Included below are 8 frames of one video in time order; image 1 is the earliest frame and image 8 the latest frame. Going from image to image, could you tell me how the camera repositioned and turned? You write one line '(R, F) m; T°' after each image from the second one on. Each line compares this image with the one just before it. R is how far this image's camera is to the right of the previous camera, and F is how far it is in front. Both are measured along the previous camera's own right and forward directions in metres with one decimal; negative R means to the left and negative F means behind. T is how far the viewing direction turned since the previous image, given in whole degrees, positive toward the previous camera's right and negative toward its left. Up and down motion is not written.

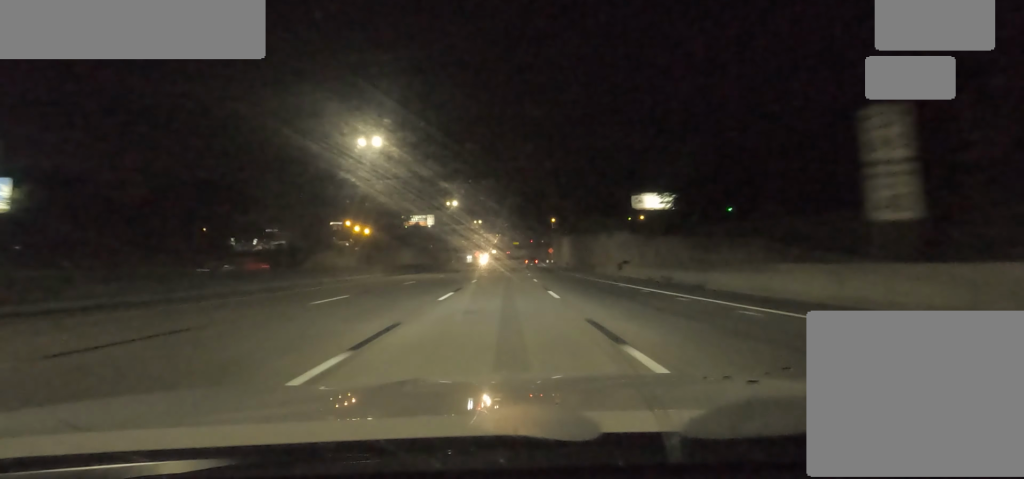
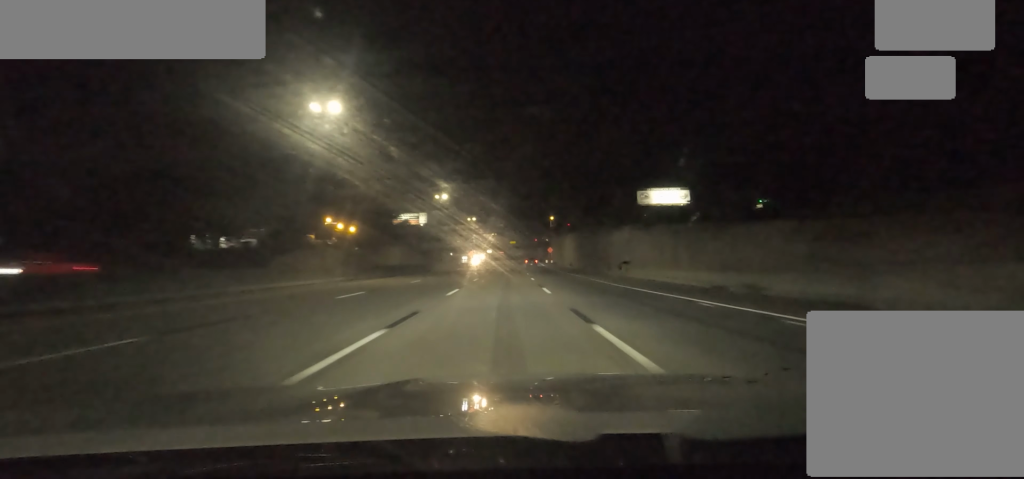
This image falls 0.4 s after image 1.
(0.0, +11.0) m; 0°
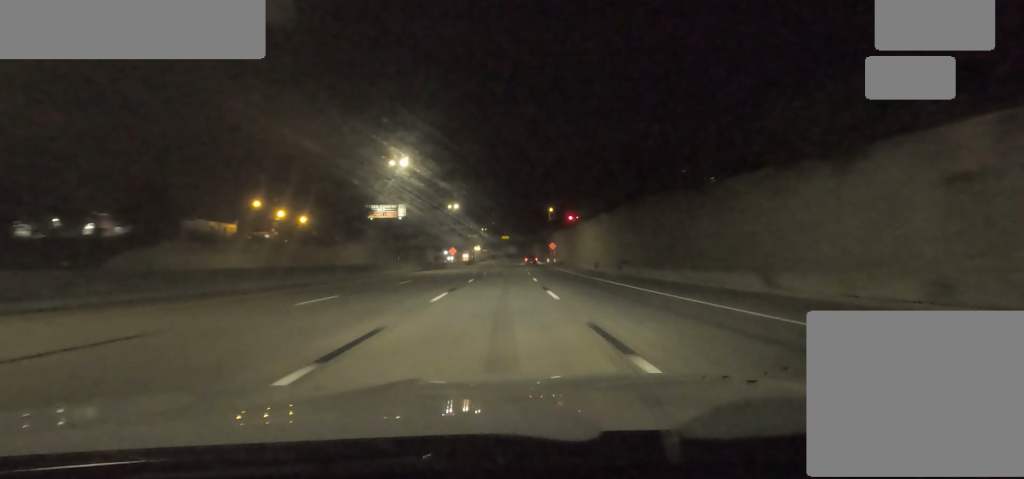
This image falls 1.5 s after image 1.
(0.0, +30.0) m; 0°
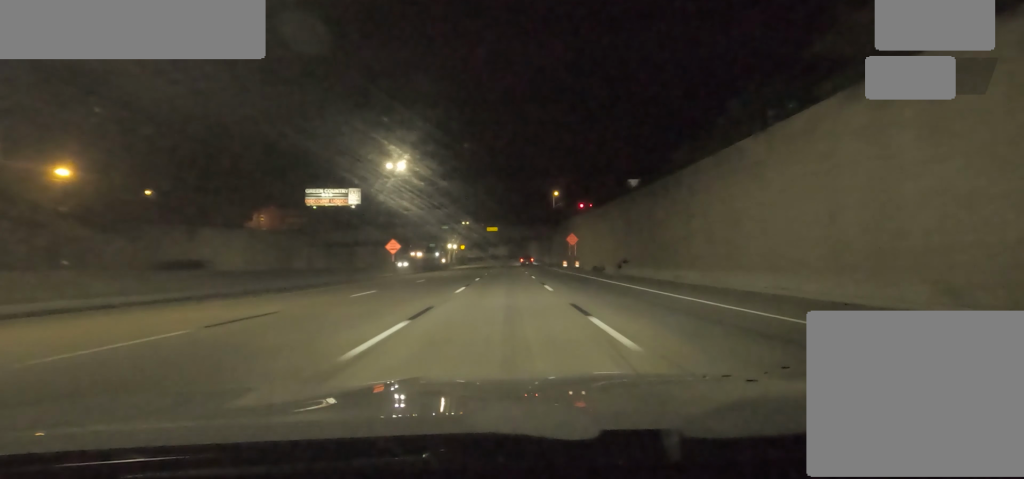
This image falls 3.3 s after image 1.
(+2.5, +50.3) m; +3°
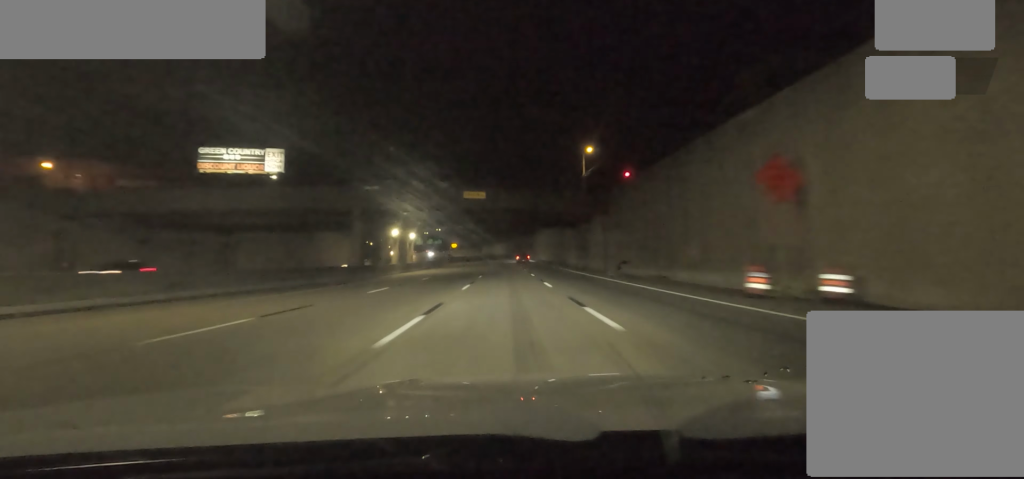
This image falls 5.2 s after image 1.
(-0.2, +52.2) m; 0°
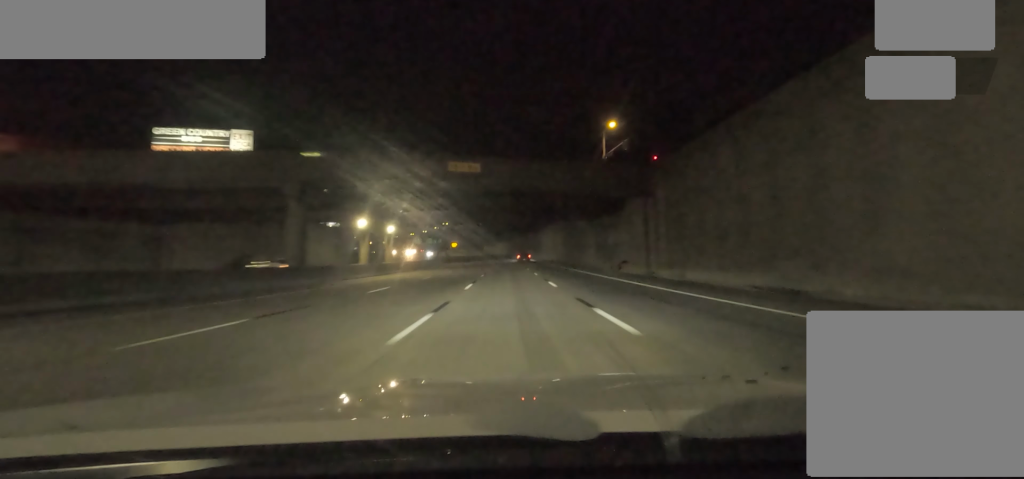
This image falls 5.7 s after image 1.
(+0.2, +14.1) m; -1°
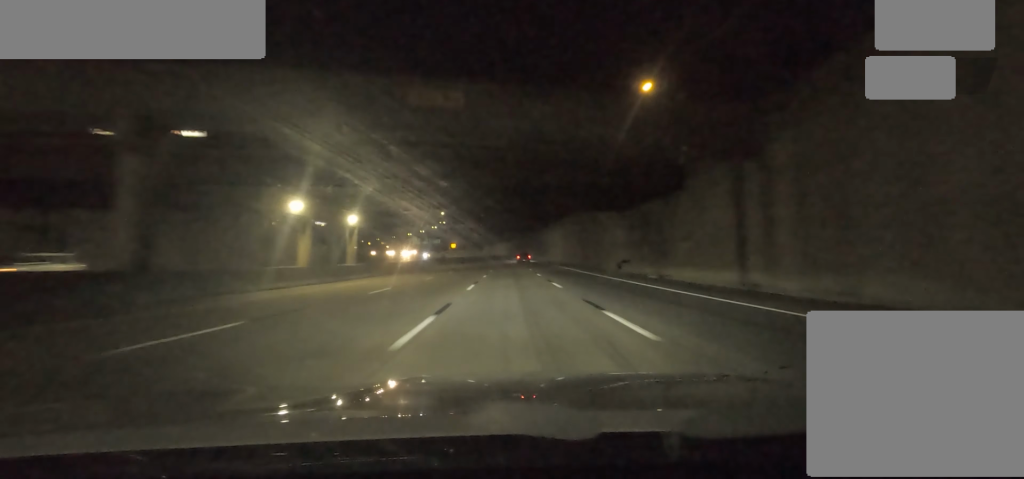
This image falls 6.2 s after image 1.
(-0.6, +14.2) m; -2°
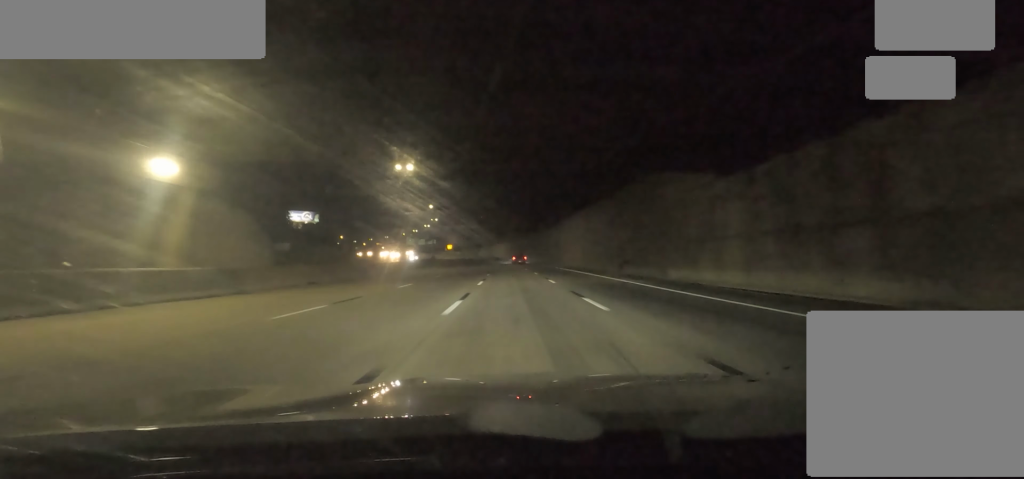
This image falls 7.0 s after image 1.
(-0.4, +22.3) m; 0°
